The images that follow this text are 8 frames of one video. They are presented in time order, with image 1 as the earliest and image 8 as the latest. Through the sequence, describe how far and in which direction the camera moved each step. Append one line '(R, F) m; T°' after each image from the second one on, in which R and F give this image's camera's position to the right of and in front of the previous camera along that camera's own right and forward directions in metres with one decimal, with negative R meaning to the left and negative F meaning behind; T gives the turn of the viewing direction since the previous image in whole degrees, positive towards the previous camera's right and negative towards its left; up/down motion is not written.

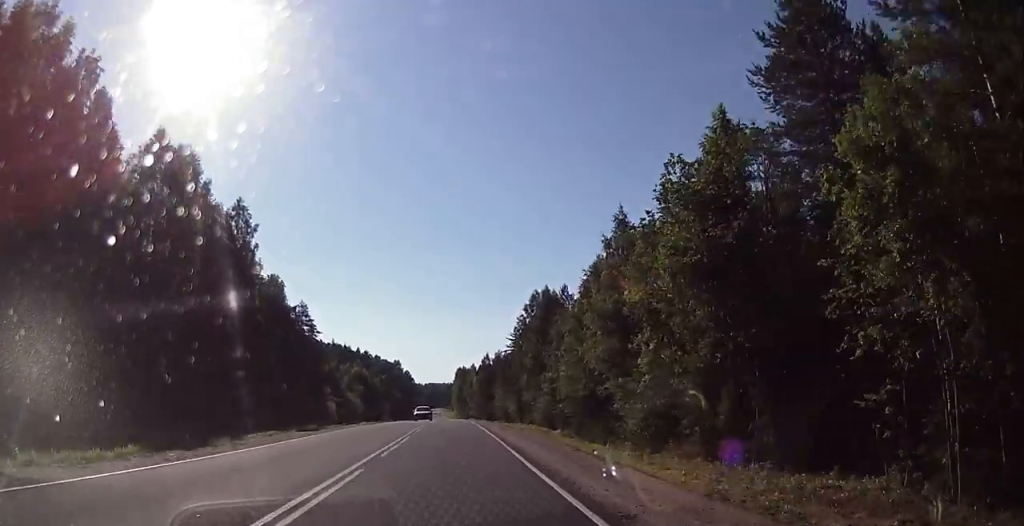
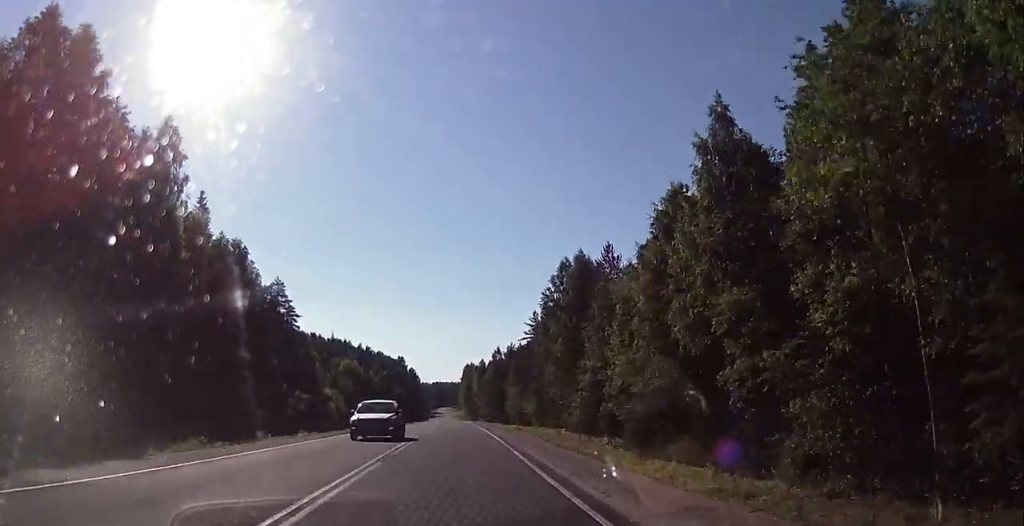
(-0.7, +21.9) m; -2°
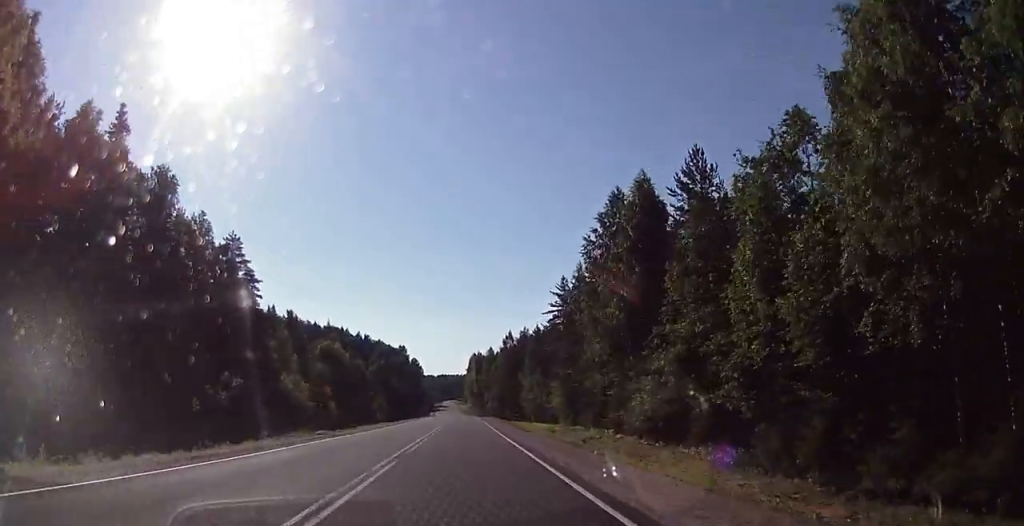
(-0.6, +23.7) m; -2°
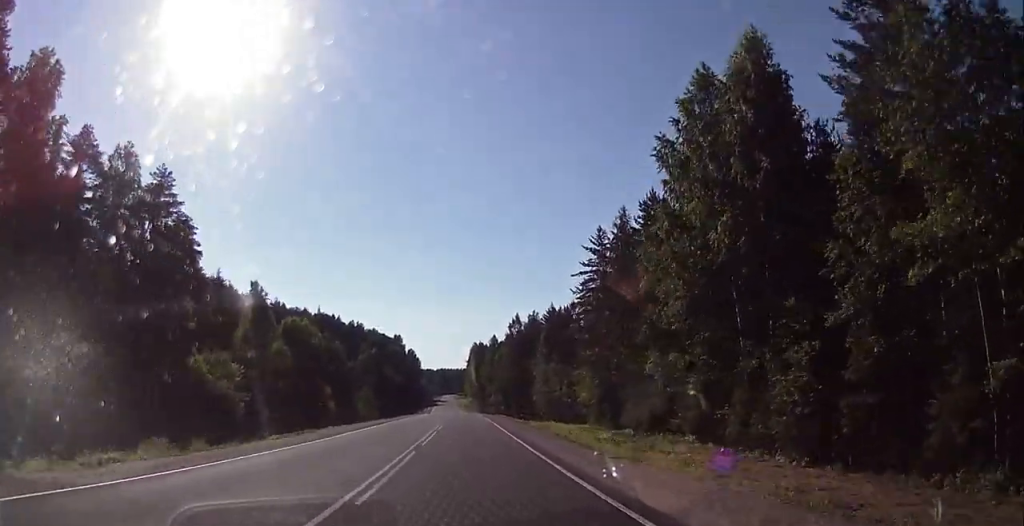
(0.0, +20.8) m; -1°
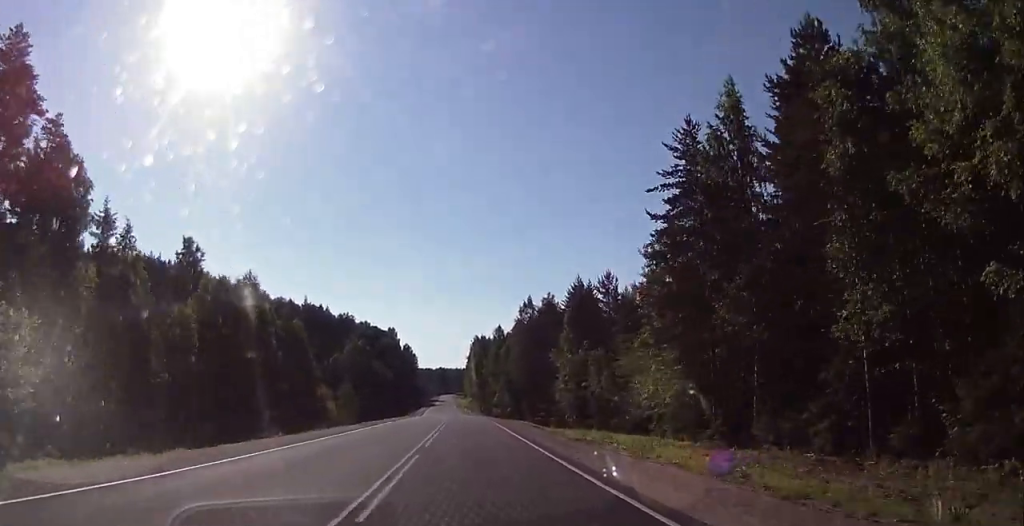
(-0.4, +24.3) m; -1°
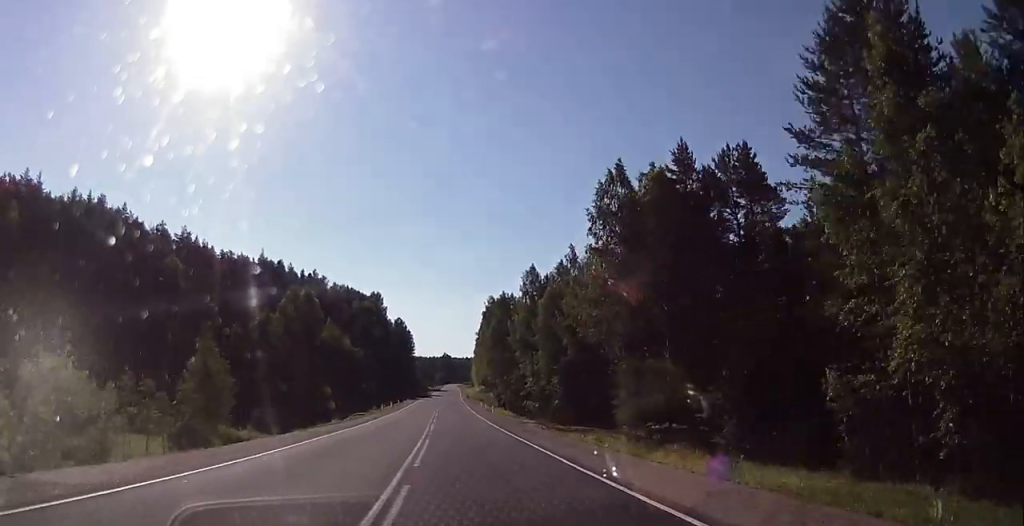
(-0.6, +63.0) m; -1°
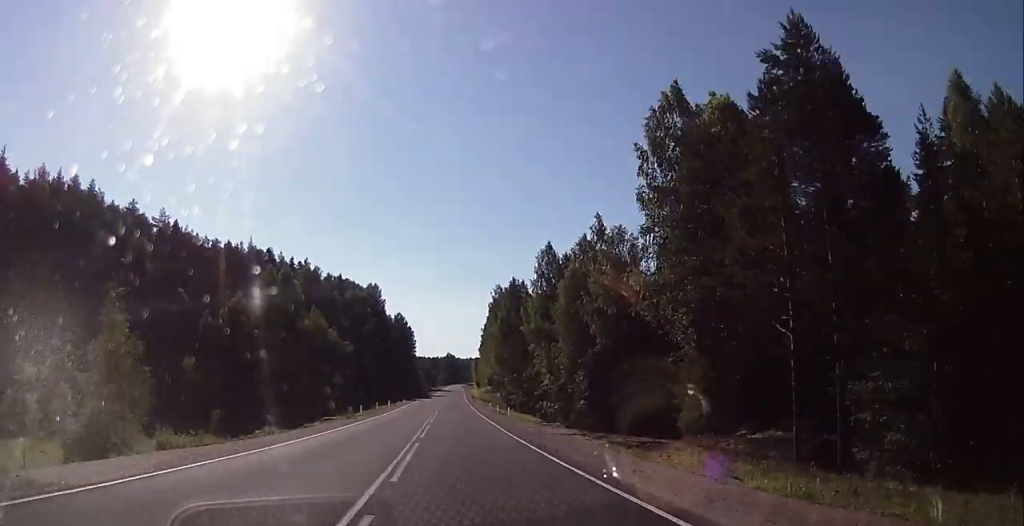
(0.0, +14.4) m; 0°
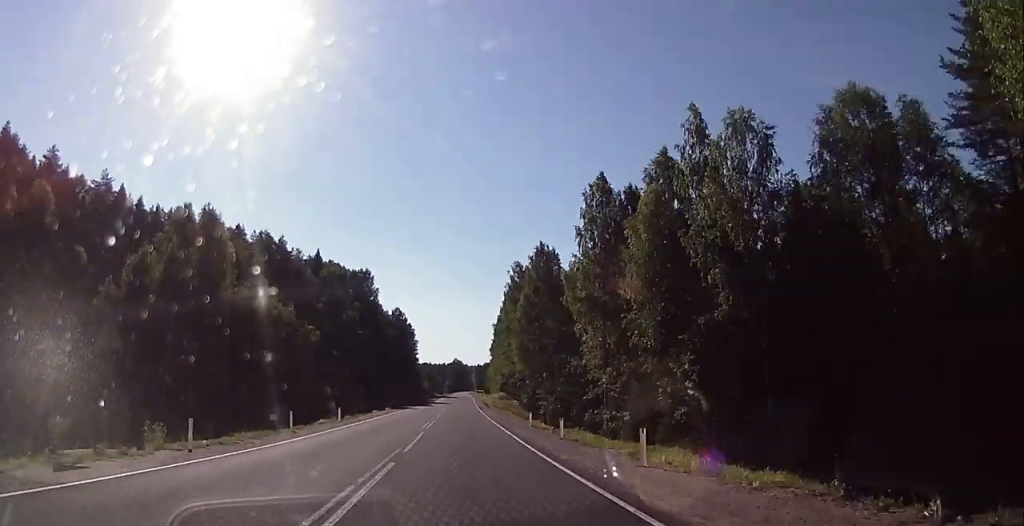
(0.0, +29.4) m; -1°
